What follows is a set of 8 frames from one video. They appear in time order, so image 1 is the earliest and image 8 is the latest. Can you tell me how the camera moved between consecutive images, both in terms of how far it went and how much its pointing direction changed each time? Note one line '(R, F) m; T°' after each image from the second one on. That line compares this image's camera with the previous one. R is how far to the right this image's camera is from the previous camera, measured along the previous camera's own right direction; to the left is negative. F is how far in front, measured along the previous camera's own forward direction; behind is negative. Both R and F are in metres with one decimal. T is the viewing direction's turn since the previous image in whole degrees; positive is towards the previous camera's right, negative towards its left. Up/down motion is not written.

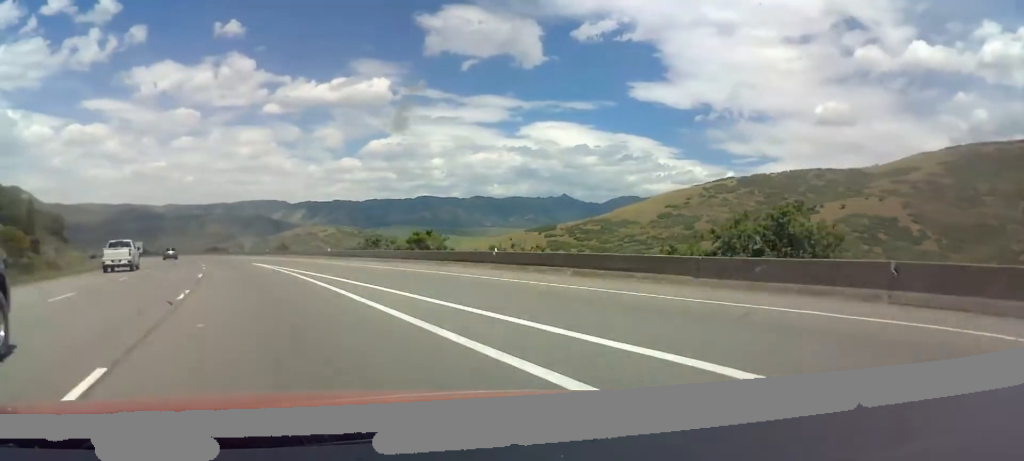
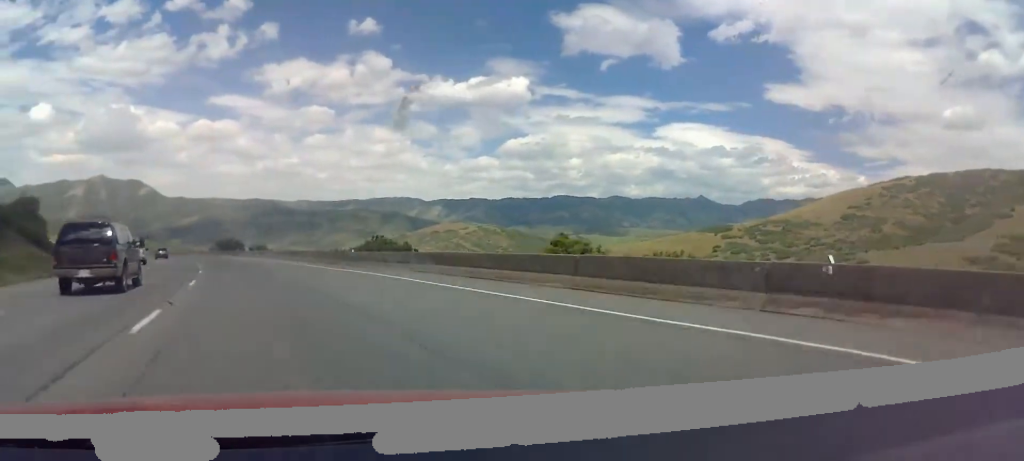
(-8.4, +104.4) m; -11°
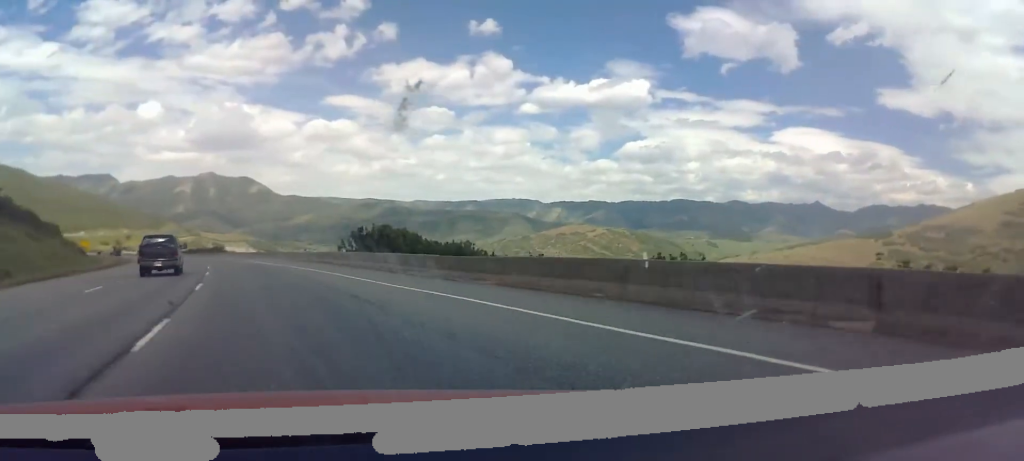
(-5.9, +83.4) m; -9°
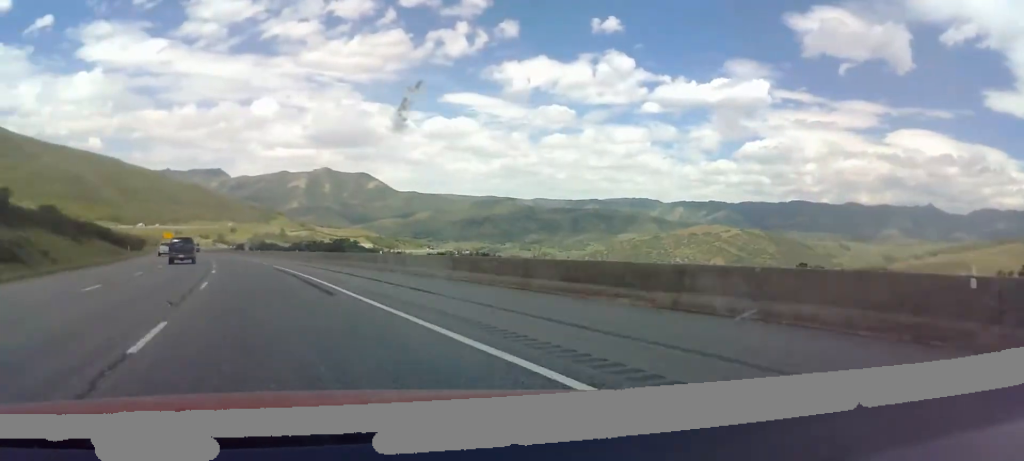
(-7.4, +99.4) m; -8°
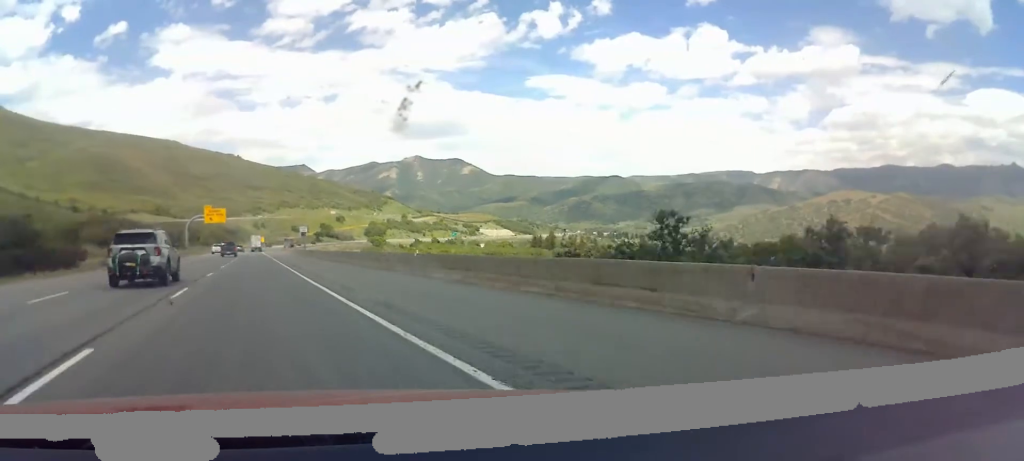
(-21.0, +261.7) m; -5°
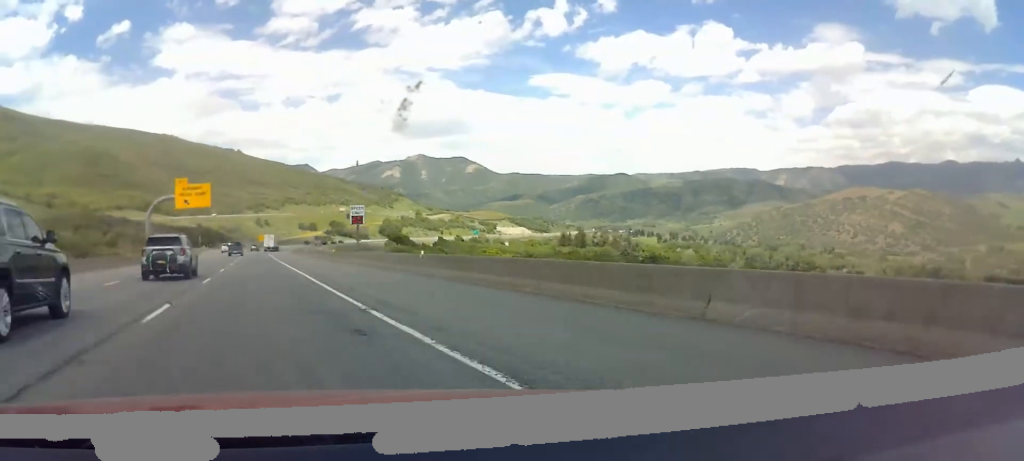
(-0.1, +54.2) m; 0°
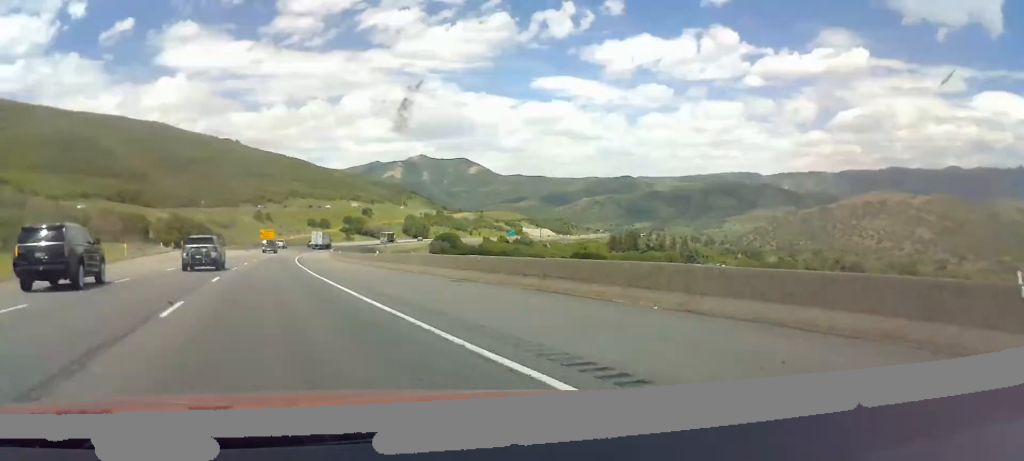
(+0.3, +84.9) m; +2°
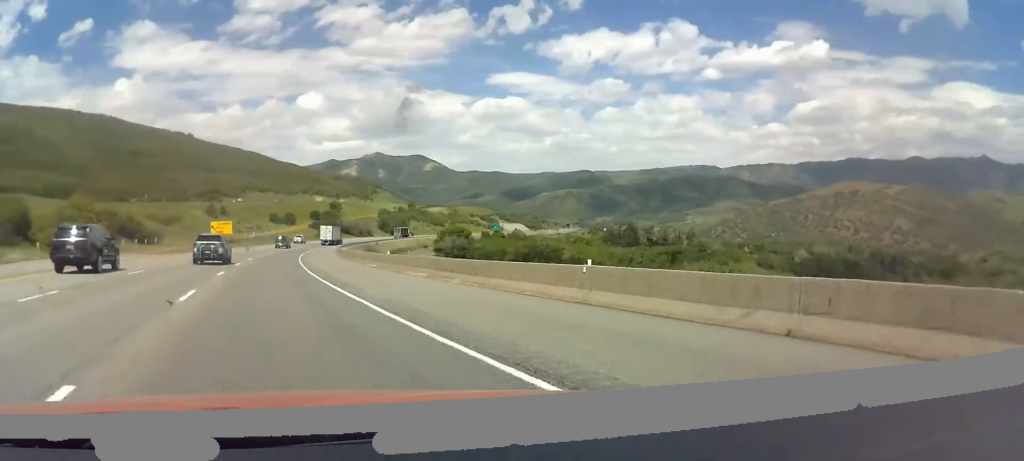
(-1.8, +57.6) m; +2°
